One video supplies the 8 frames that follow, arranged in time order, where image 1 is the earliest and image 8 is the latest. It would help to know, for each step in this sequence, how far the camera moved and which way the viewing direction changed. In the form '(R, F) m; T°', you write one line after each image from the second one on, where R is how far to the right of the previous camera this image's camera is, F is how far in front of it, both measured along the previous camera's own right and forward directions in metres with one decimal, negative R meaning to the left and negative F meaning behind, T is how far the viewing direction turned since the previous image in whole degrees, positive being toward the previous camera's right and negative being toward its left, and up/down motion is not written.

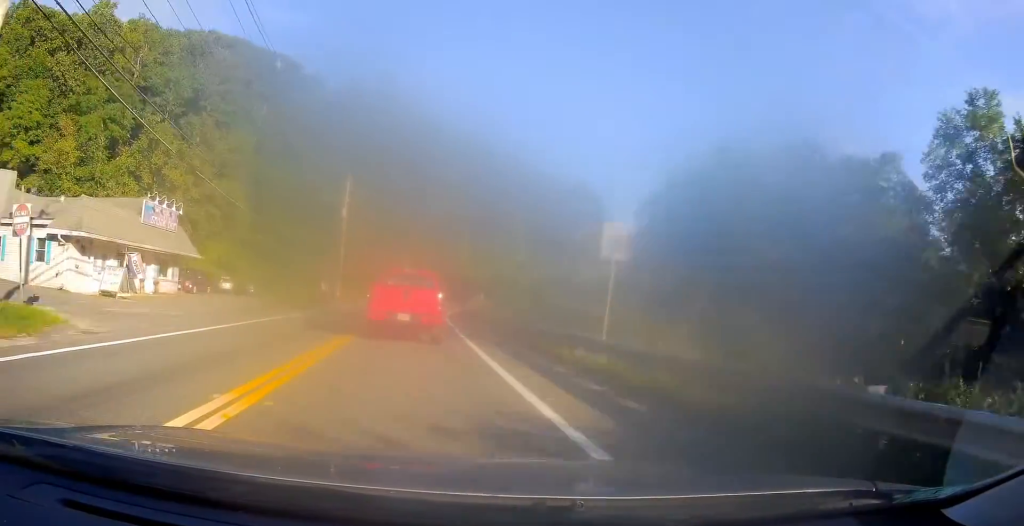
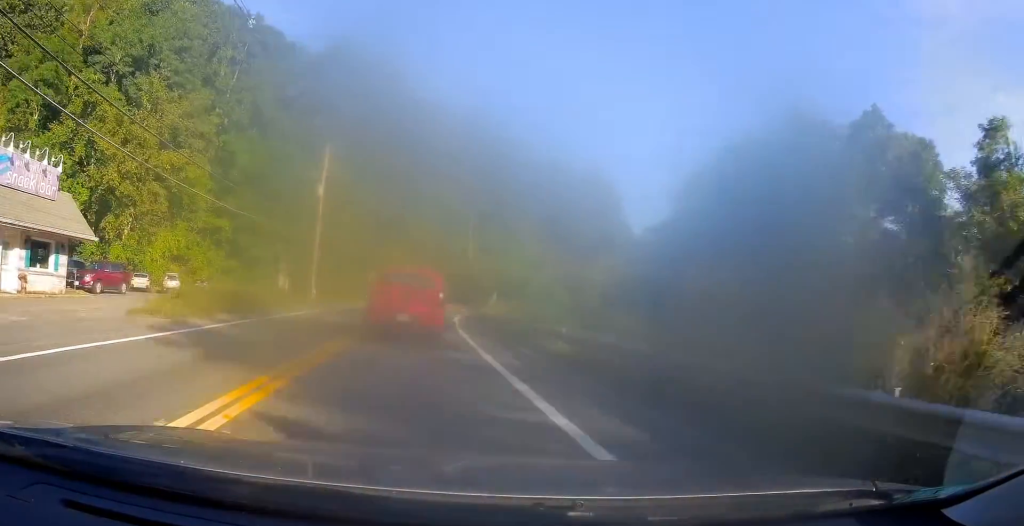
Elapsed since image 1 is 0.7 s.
(-0.5, +13.9) m; +1°
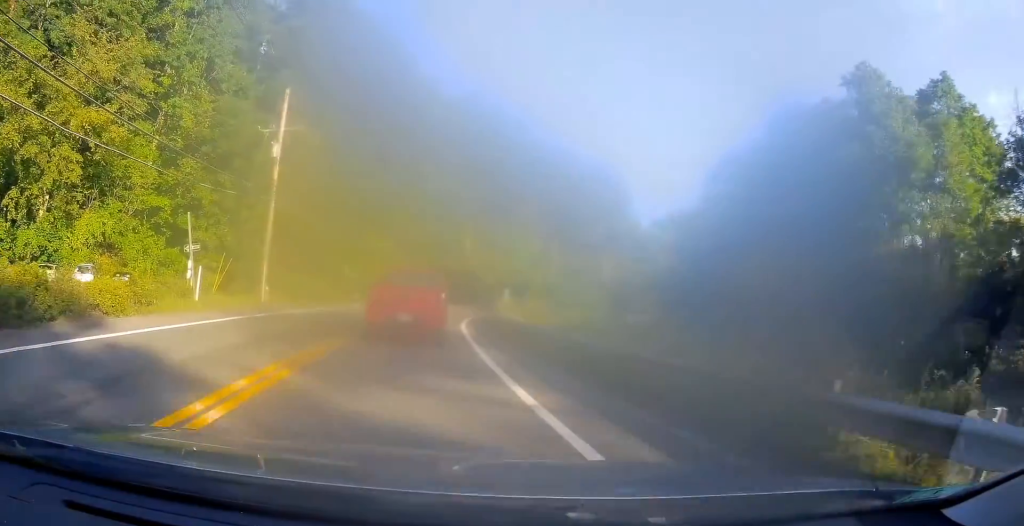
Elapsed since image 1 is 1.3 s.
(+0.6, +12.9) m; +2°
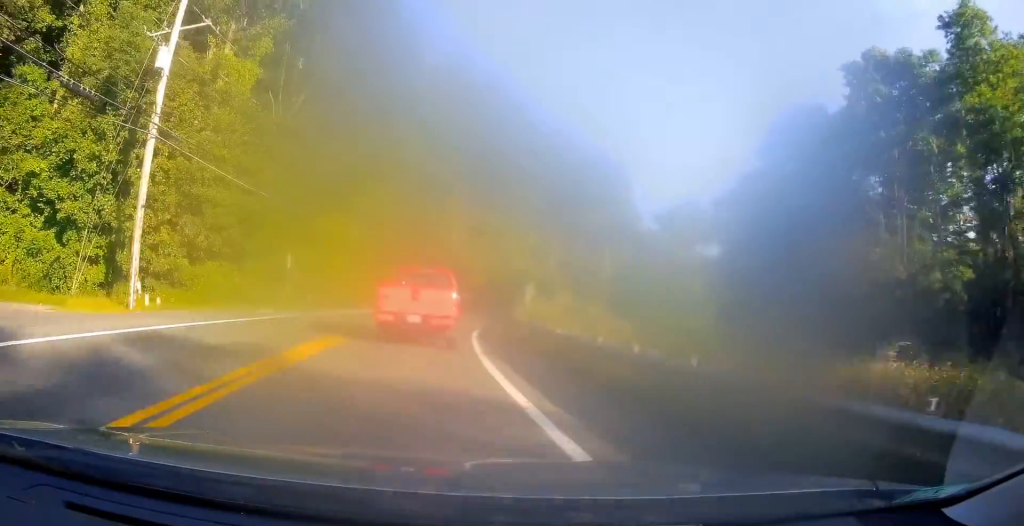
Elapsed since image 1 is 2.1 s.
(+0.4, +15.3) m; +1°
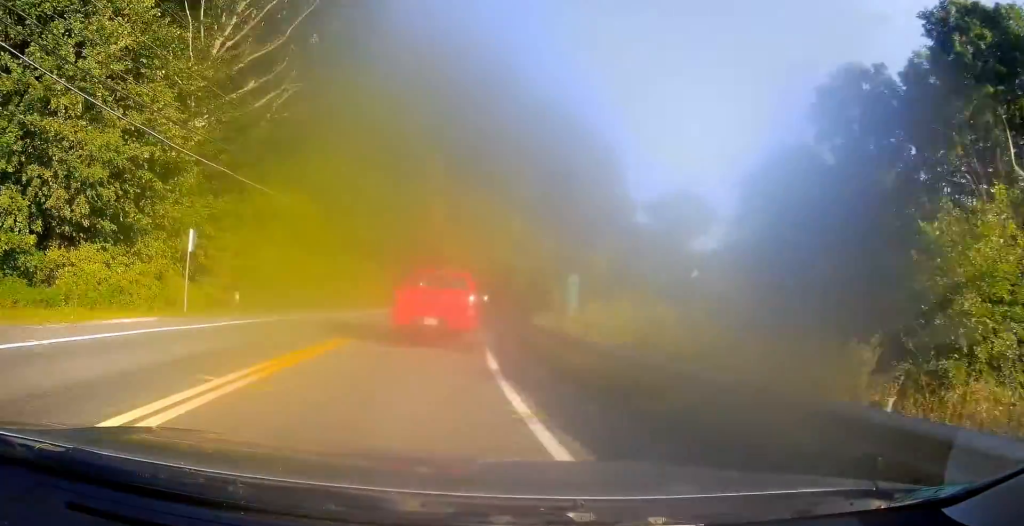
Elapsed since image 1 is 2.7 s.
(-0.1, +11.6) m; 0°
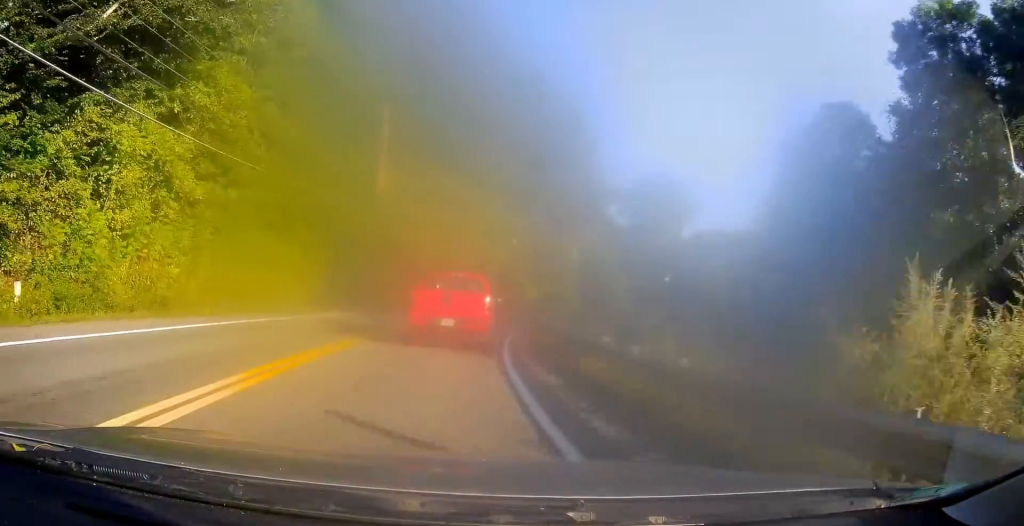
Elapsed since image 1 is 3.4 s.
(+0.1, +14.2) m; +3°
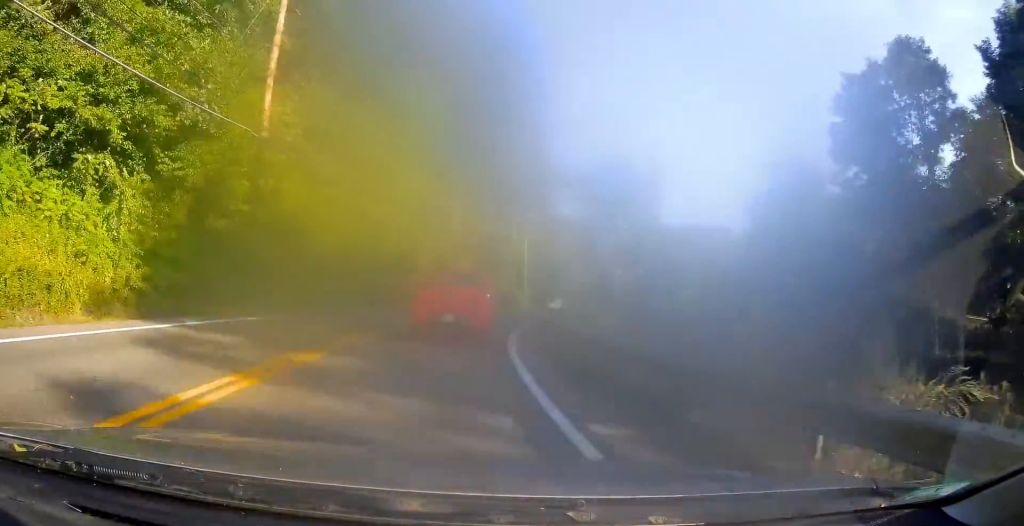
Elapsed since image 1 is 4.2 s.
(+0.6, +14.5) m; +6°
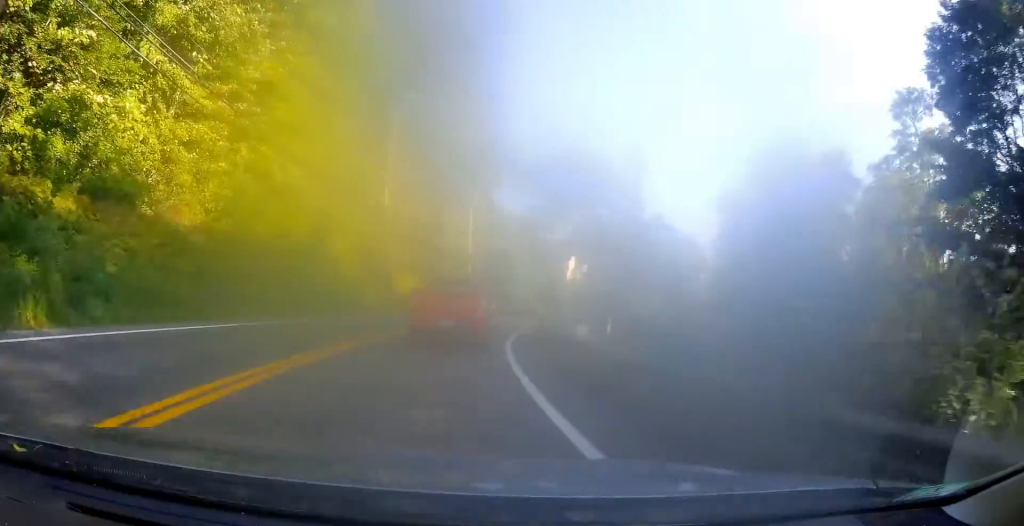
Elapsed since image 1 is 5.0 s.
(+0.7, +13.2) m; +7°
